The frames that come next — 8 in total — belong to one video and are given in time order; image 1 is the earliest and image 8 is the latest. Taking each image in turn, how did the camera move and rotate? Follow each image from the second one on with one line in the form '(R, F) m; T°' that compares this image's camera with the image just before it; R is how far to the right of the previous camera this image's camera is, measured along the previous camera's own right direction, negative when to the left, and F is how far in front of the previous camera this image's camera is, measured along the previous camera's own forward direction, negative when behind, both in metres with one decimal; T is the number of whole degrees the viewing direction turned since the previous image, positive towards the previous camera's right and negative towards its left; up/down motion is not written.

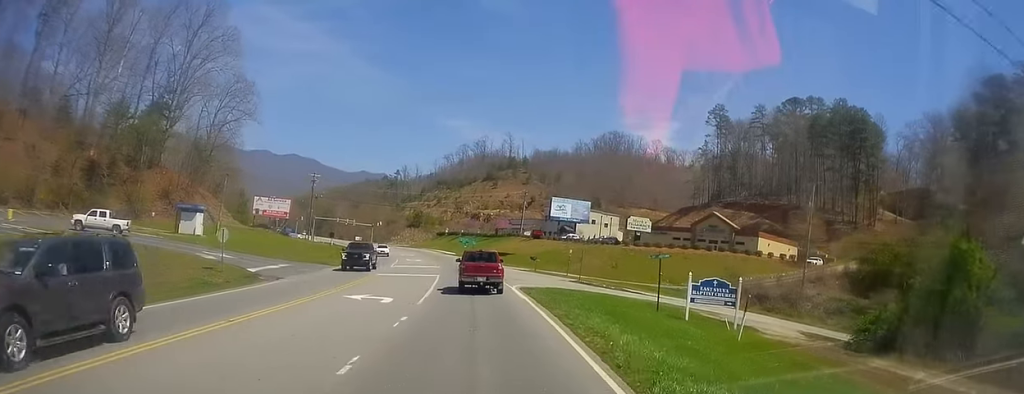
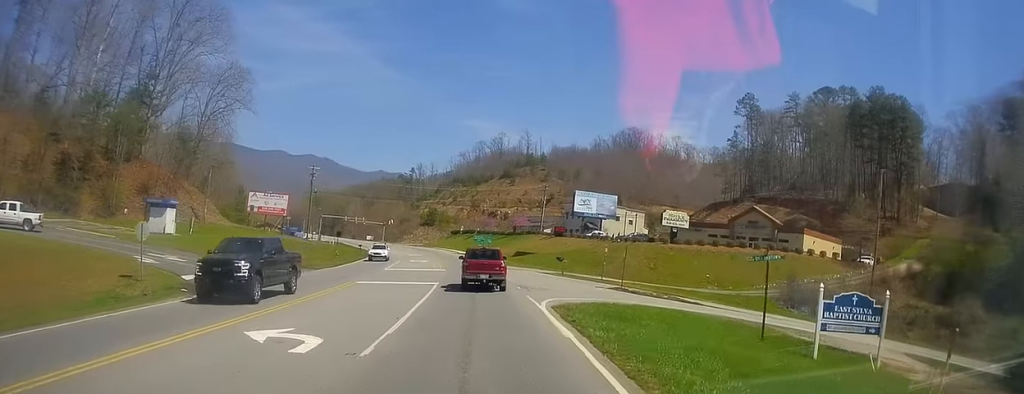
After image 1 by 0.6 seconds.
(+0.4, +10.0) m; -1°
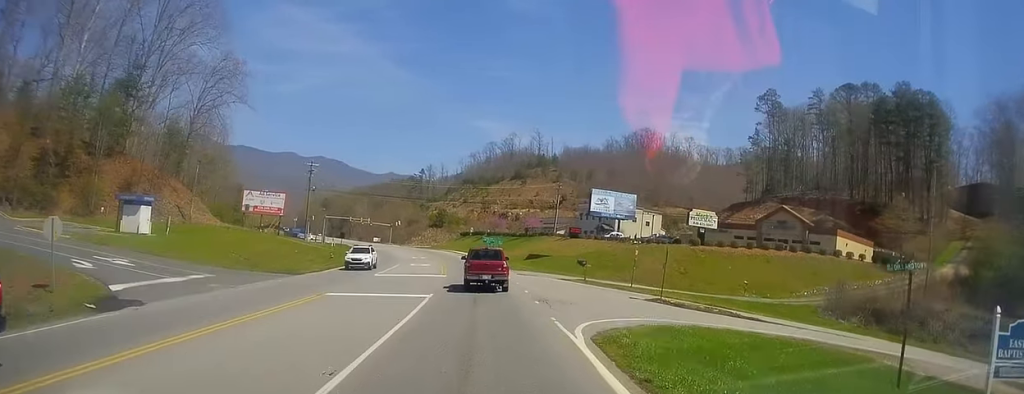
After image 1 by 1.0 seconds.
(-0.4, +6.5) m; -1°
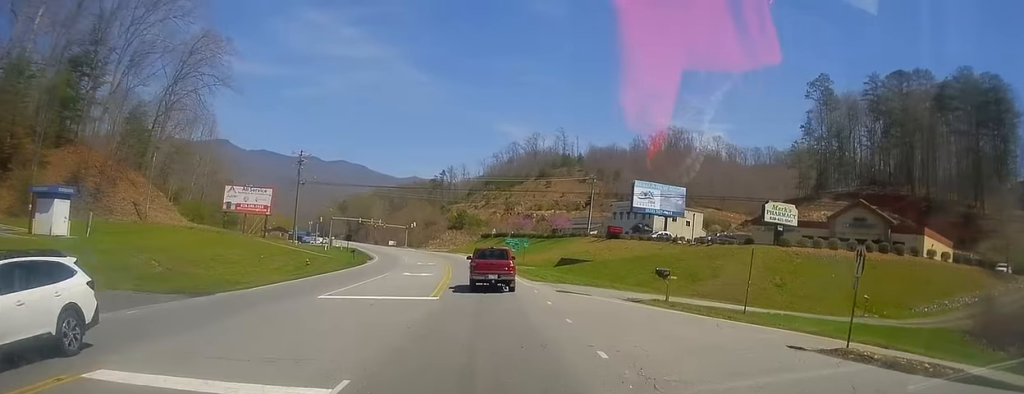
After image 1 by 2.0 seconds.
(-0.4, +14.5) m; -2°
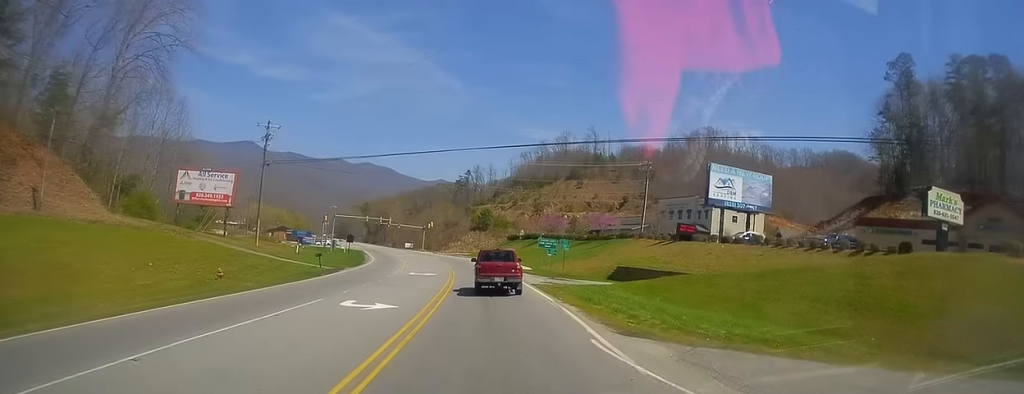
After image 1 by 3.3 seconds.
(-0.5, +19.5) m; -4°
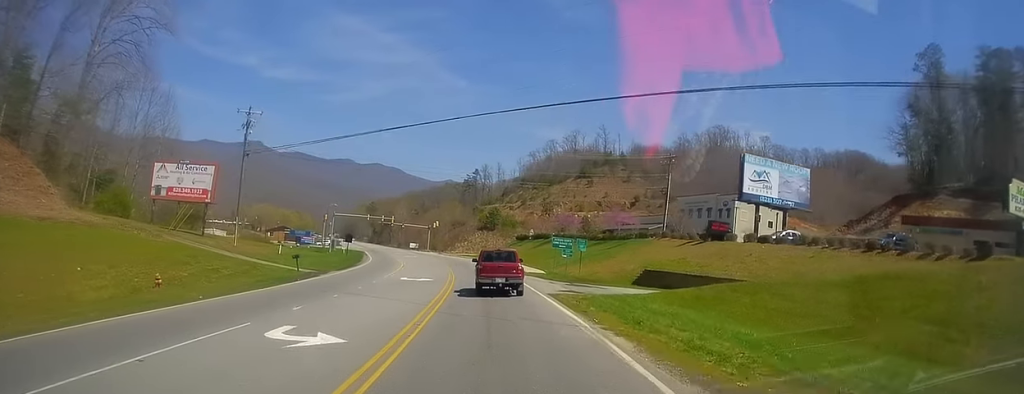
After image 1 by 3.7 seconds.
(-0.2, +6.6) m; -1°
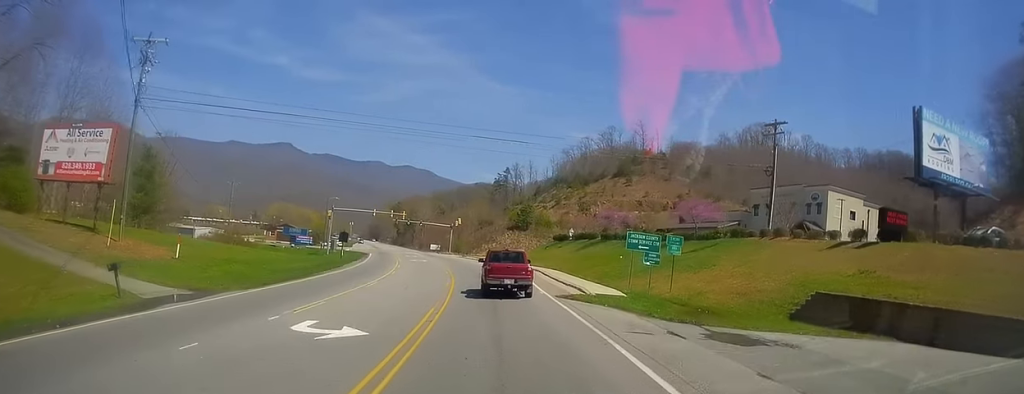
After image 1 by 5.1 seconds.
(+0.2, +21.4) m; 0°
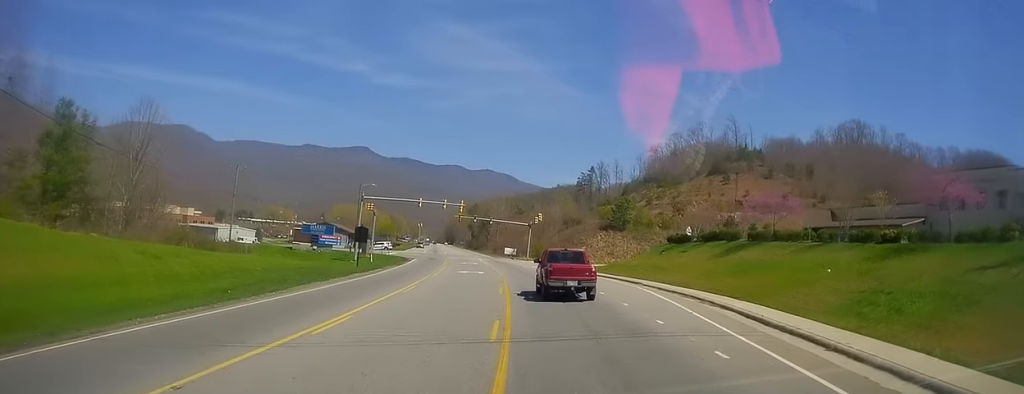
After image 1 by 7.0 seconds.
(-1.4, +28.2) m; -8°
